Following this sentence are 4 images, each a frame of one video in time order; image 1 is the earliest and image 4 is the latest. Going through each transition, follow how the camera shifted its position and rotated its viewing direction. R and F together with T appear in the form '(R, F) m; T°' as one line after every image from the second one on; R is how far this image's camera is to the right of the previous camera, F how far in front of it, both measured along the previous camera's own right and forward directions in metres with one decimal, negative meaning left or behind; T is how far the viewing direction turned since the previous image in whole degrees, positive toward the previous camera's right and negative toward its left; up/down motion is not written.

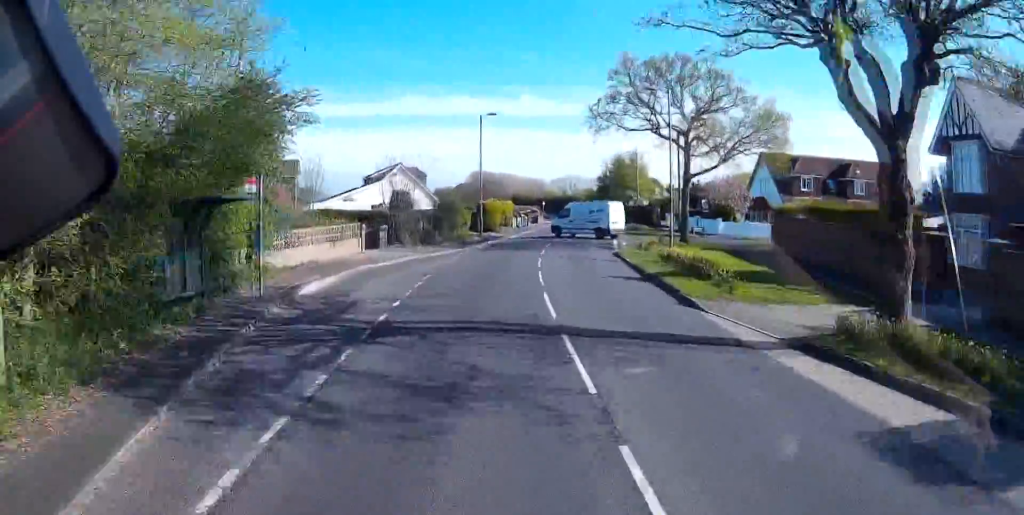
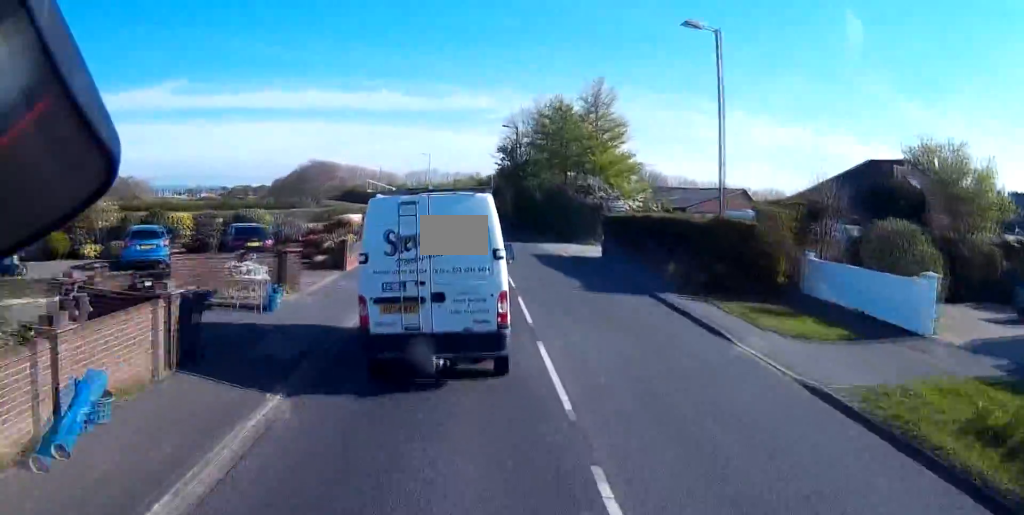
(+7.2, +59.8) m; +14°
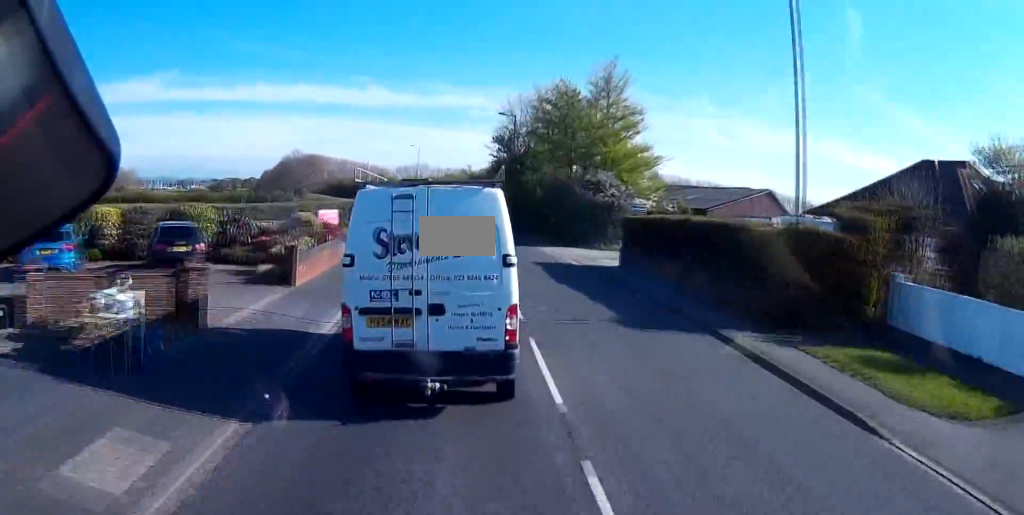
(+0.1, +6.0) m; 0°
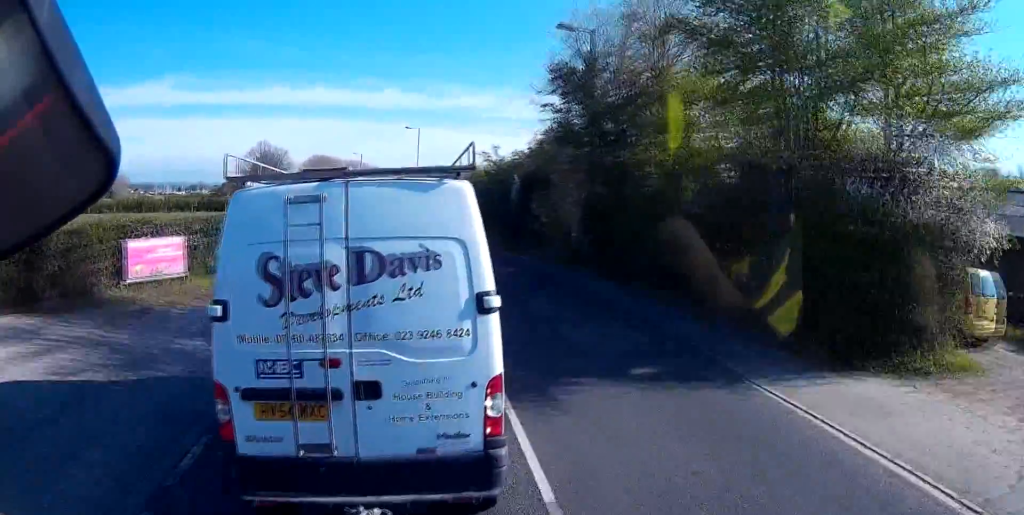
(-0.2, +28.0) m; -3°
